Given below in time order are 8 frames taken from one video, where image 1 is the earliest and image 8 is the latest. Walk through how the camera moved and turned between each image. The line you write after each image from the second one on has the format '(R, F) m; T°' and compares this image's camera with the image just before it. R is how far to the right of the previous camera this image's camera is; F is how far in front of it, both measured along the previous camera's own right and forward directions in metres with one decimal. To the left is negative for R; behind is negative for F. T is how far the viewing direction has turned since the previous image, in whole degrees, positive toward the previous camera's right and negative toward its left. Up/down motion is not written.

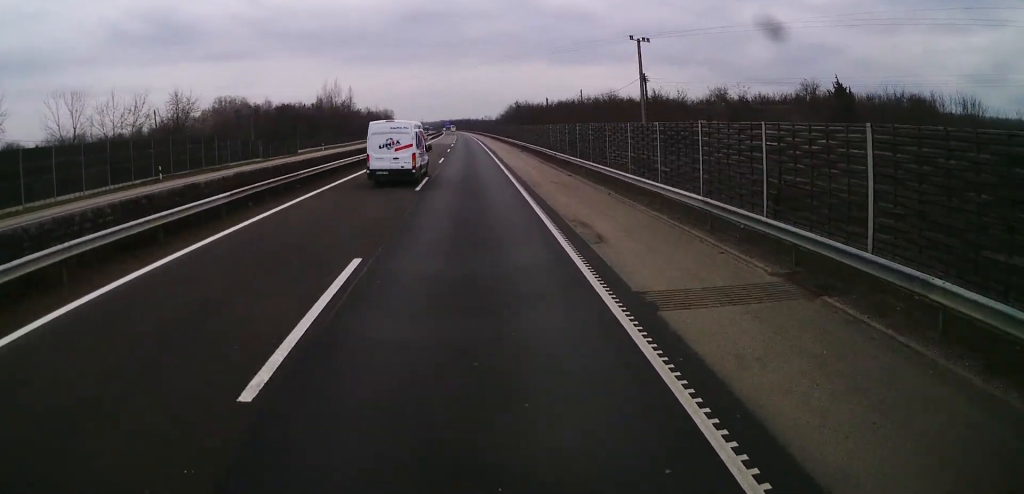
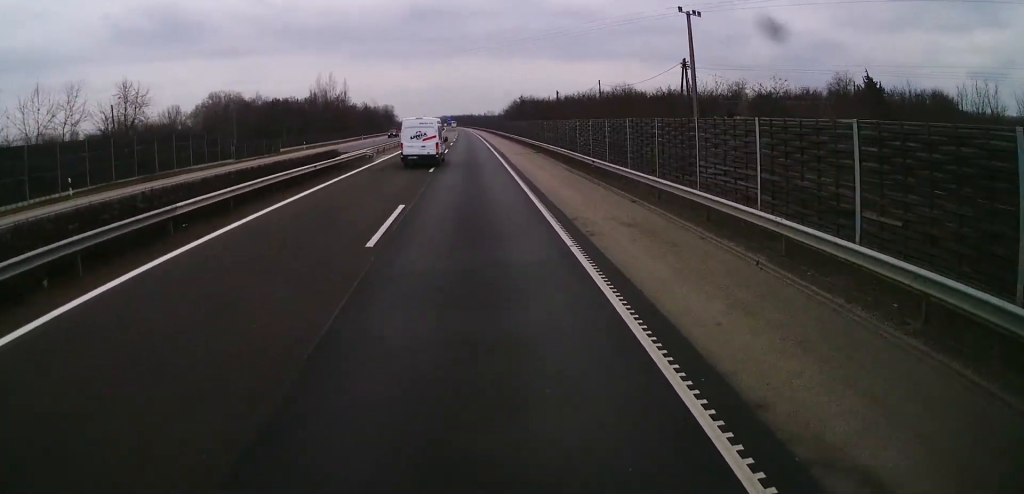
(+0.1, +11.6) m; 0°
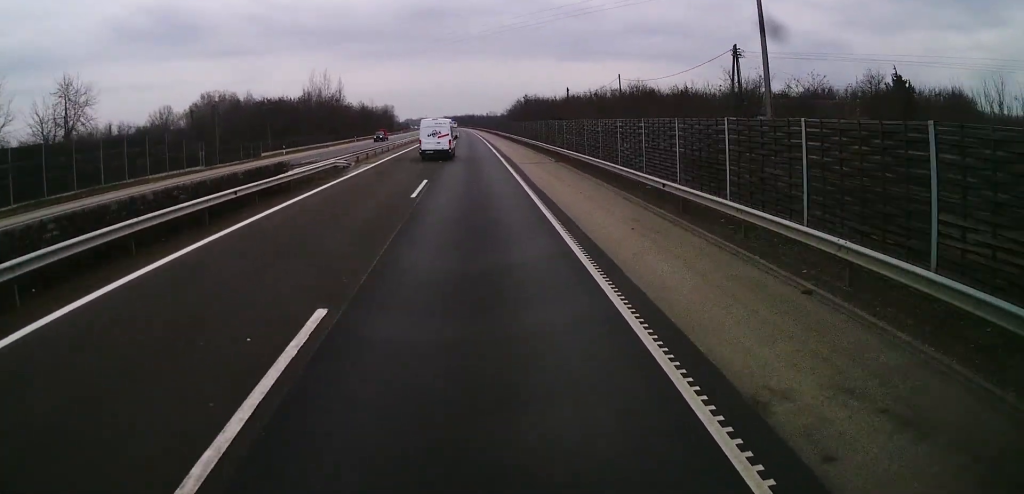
(-0.2, +10.0) m; 0°
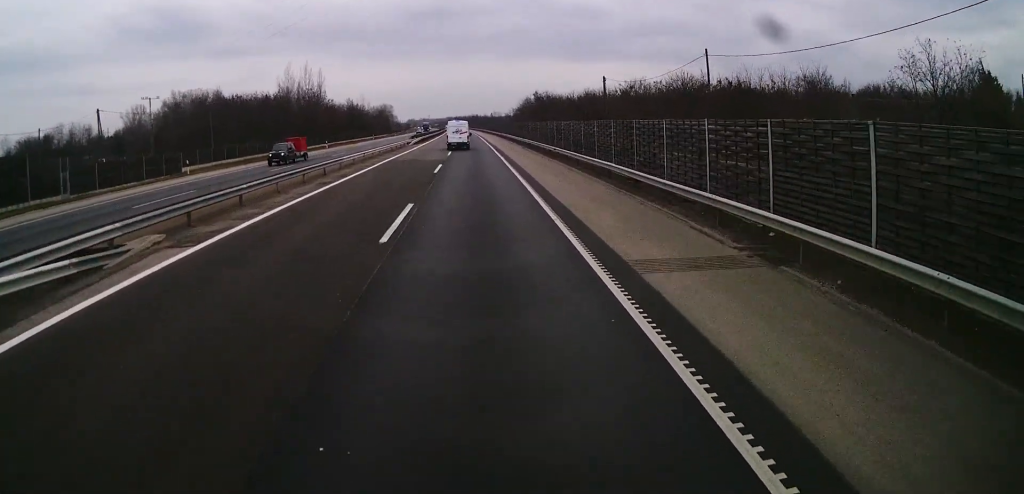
(0.0, +26.2) m; 0°
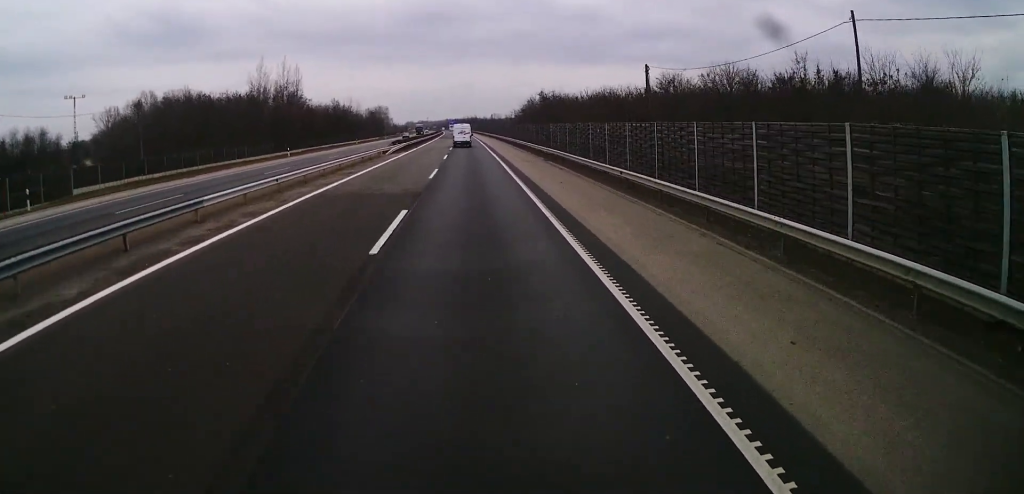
(-0.1, +19.3) m; 0°
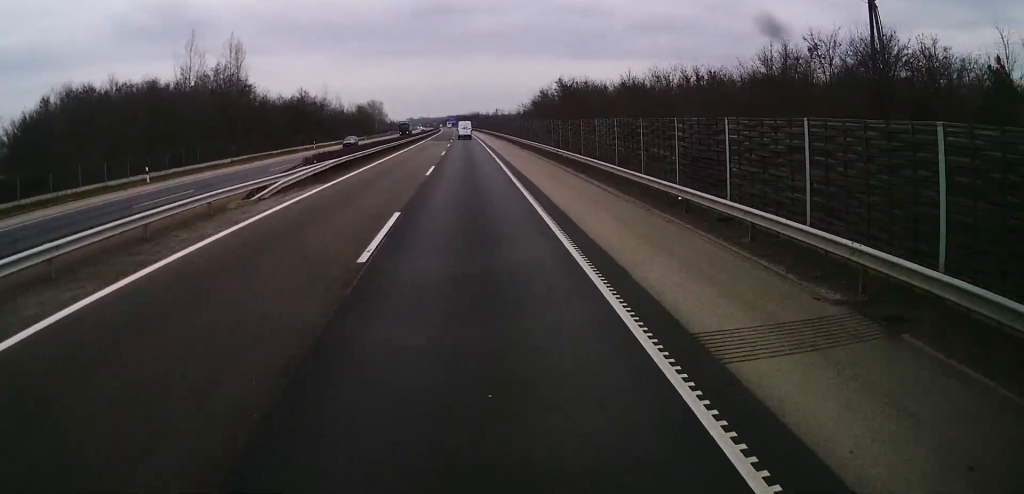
(+0.2, +34.7) m; 0°
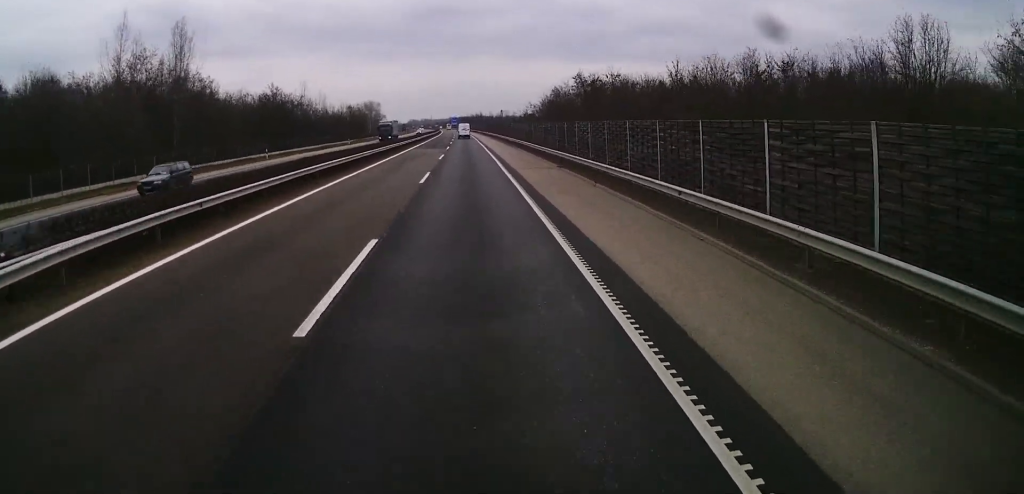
(-0.4, +22.4) m; -1°
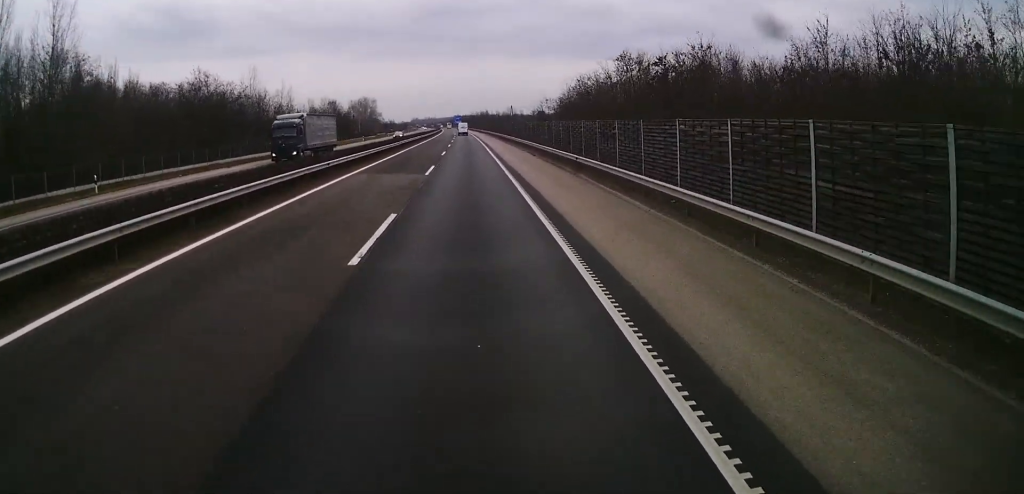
(+0.1, +34.2) m; 0°
